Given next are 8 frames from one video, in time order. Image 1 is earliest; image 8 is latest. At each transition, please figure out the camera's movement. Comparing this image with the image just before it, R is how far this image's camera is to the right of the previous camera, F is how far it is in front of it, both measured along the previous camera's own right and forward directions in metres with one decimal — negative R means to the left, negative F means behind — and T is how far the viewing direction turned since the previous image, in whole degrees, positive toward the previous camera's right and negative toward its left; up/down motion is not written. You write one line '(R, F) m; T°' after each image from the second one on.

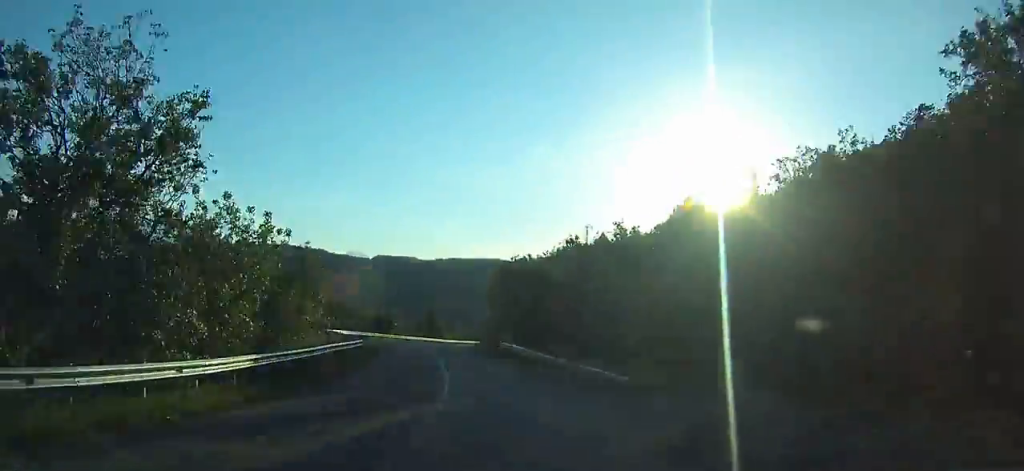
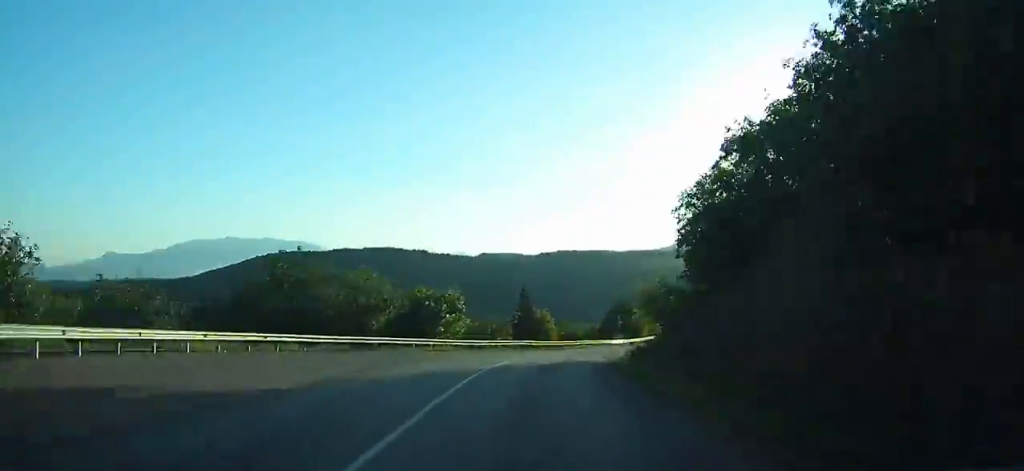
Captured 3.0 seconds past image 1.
(-4.0, +45.3) m; -2°
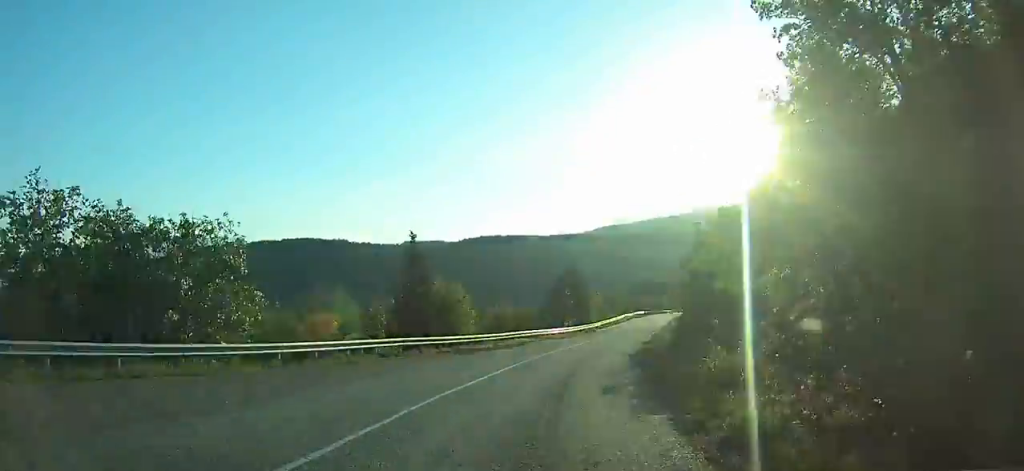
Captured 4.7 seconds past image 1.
(+0.5, +26.7) m; +4°
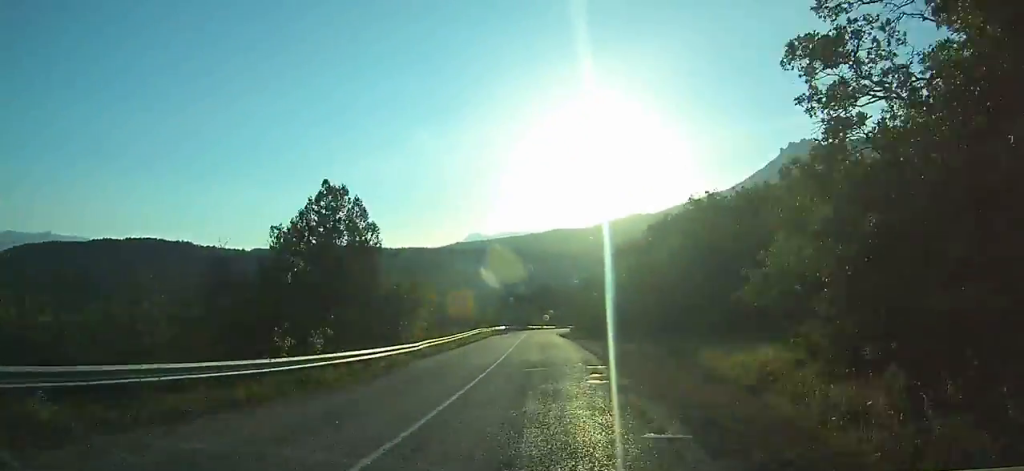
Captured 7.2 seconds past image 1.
(+2.4, +39.2) m; +8°
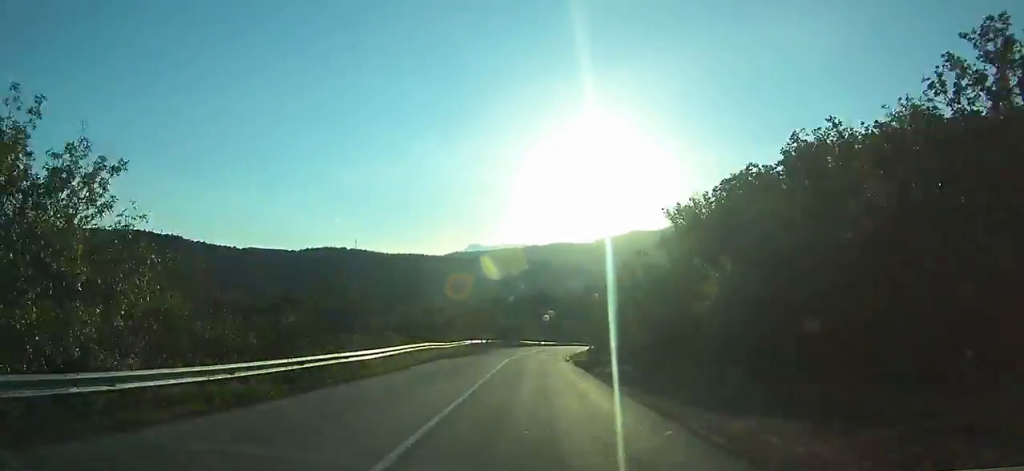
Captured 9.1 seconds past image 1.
(+2.2, +28.7) m; +5°
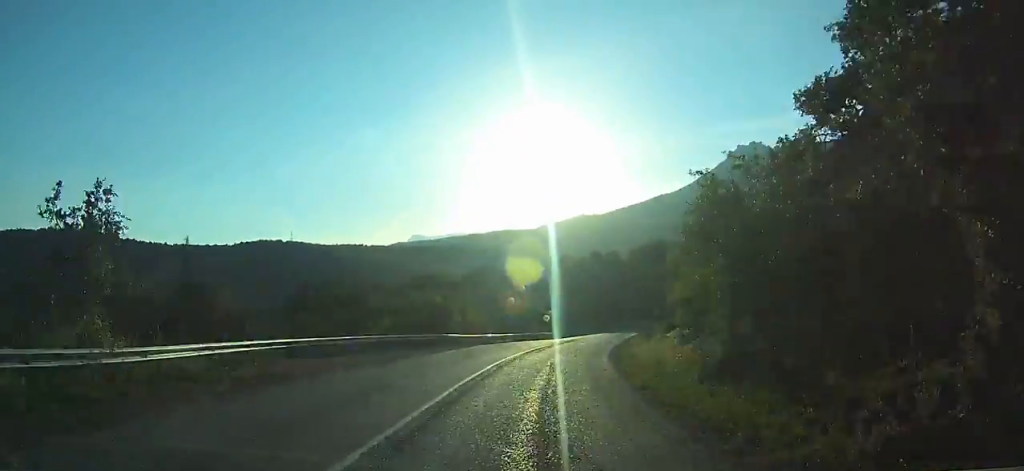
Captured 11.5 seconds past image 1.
(+1.4, +35.1) m; +5°
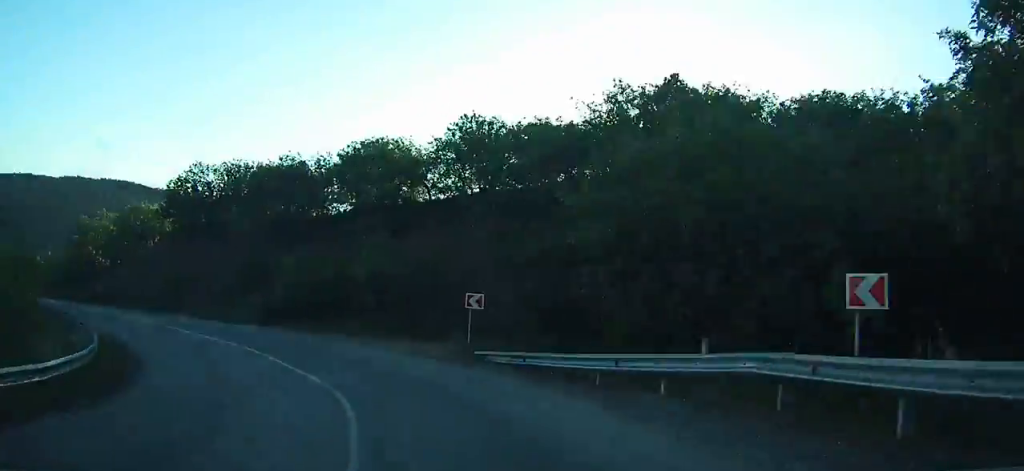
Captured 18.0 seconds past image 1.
(+0.3, +81.6) m; -29°
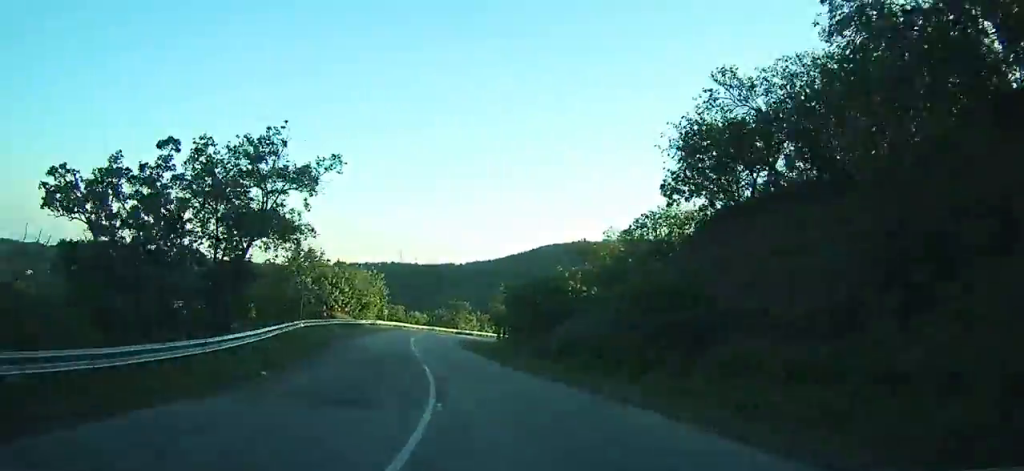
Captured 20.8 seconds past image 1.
(-11.2, +24.6) m; -32°
